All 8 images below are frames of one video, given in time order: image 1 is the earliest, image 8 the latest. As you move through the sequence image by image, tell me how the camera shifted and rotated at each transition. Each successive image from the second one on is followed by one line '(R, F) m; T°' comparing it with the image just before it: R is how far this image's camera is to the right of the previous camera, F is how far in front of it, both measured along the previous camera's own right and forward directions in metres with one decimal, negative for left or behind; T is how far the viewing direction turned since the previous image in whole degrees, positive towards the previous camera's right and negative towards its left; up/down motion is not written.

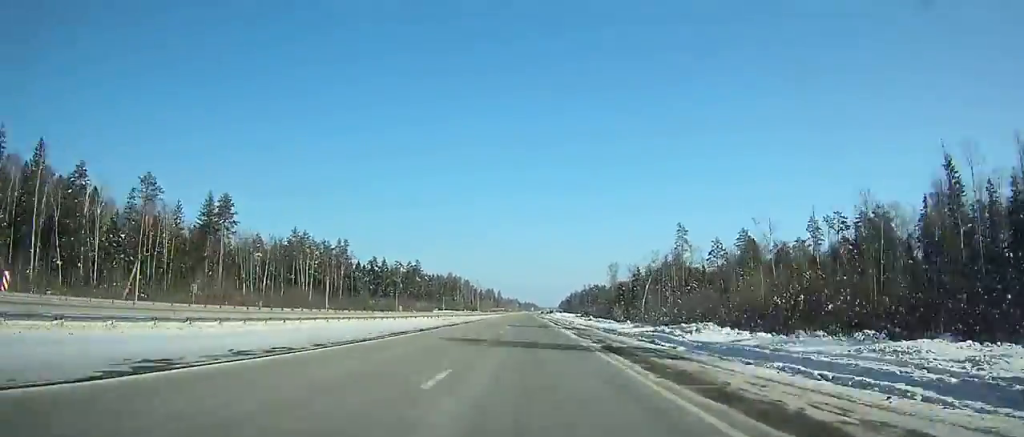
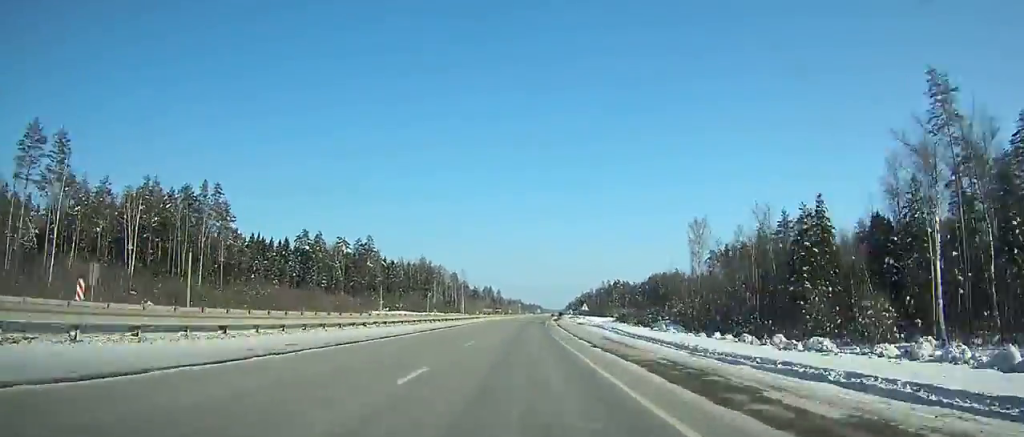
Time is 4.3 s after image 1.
(-0.6, +120.4) m; 0°
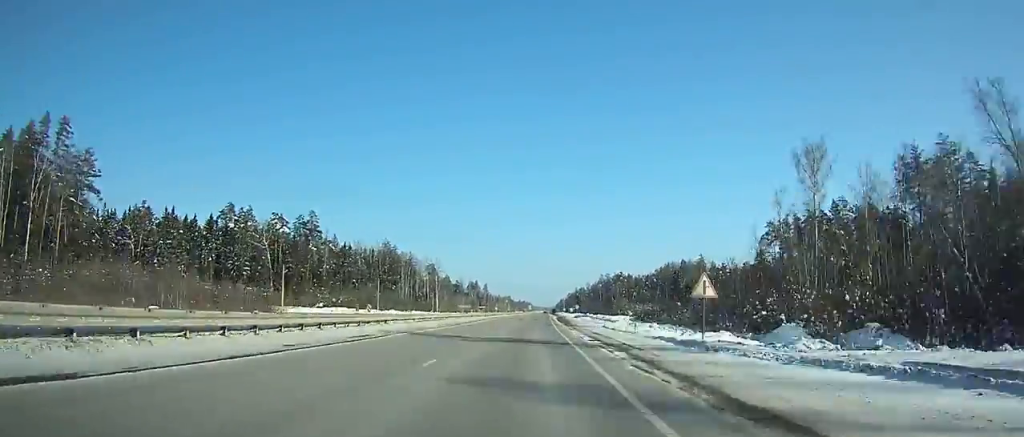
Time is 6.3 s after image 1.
(-0.2, +56.4) m; +1°
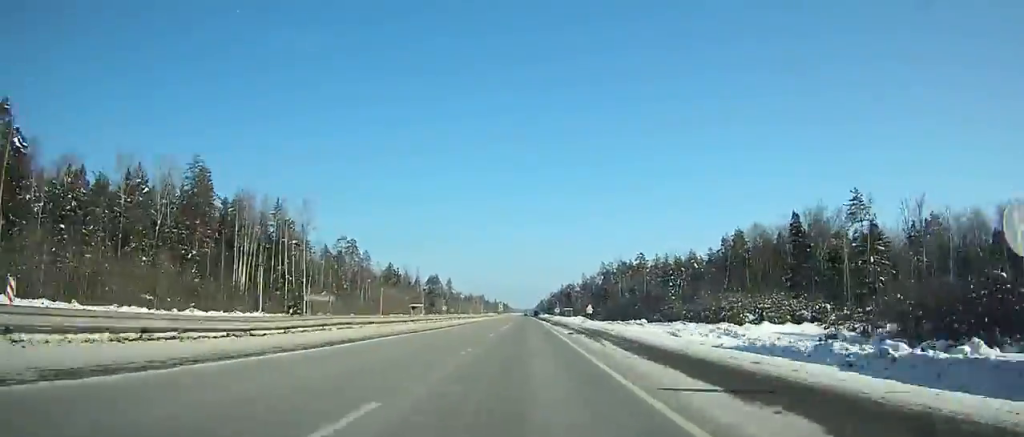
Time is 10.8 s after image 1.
(+3.0, +128.5) m; +2°
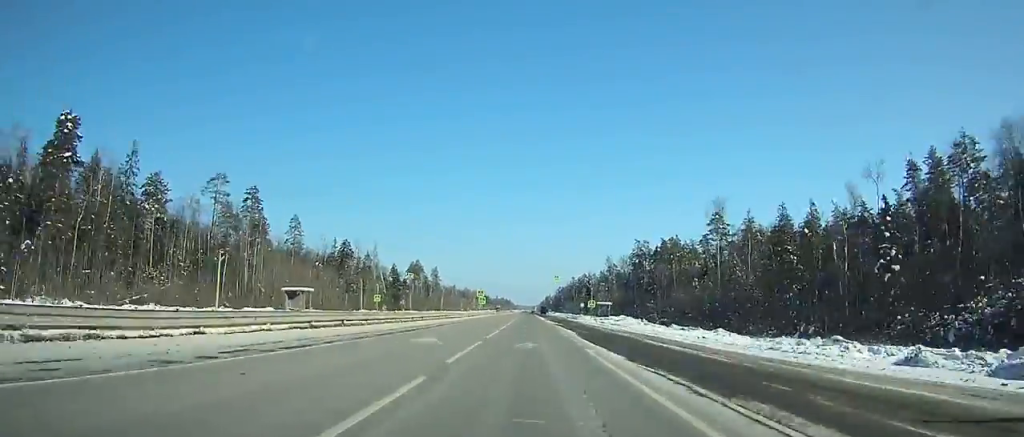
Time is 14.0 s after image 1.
(+0.1, +92.4) m; 0°
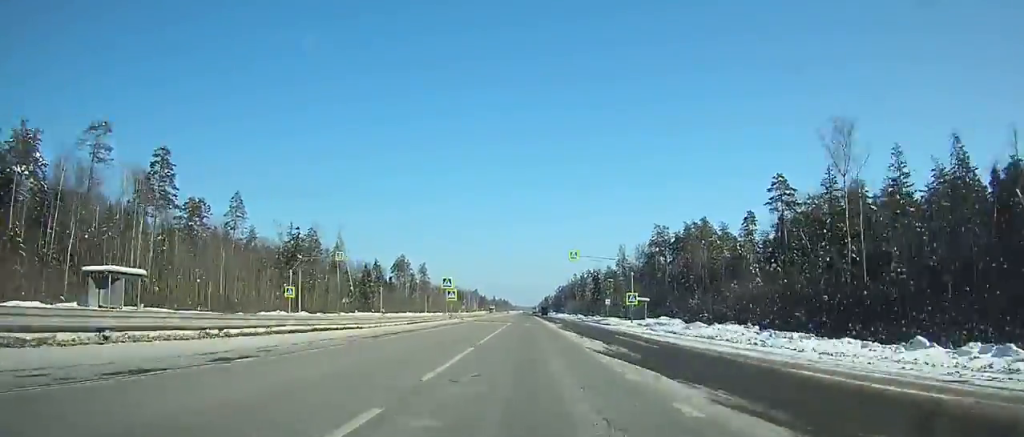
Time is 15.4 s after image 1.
(-0.1, +40.6) m; 0°
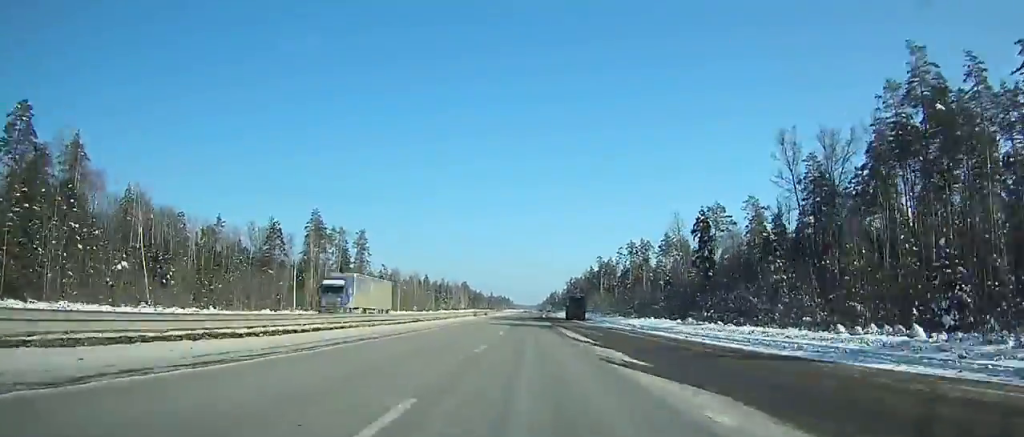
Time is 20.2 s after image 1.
(0.0, +139.5) m; 0°
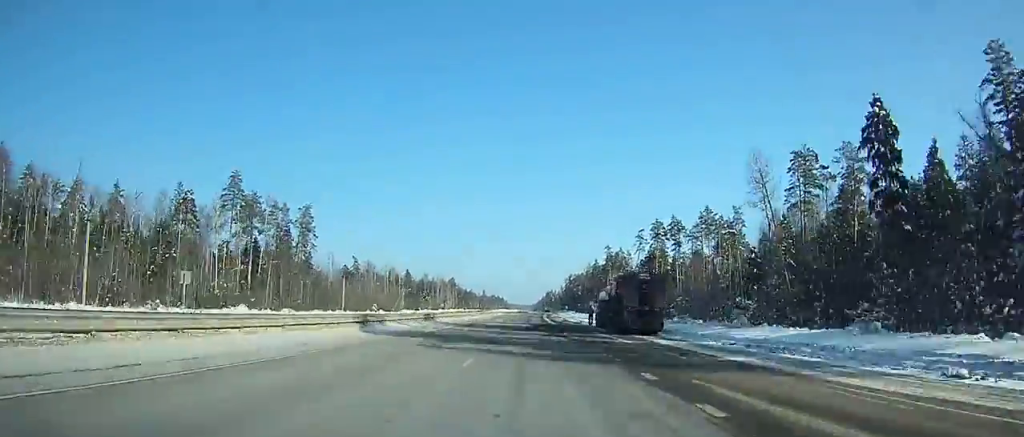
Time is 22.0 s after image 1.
(+0.2, +52.1) m; 0°
